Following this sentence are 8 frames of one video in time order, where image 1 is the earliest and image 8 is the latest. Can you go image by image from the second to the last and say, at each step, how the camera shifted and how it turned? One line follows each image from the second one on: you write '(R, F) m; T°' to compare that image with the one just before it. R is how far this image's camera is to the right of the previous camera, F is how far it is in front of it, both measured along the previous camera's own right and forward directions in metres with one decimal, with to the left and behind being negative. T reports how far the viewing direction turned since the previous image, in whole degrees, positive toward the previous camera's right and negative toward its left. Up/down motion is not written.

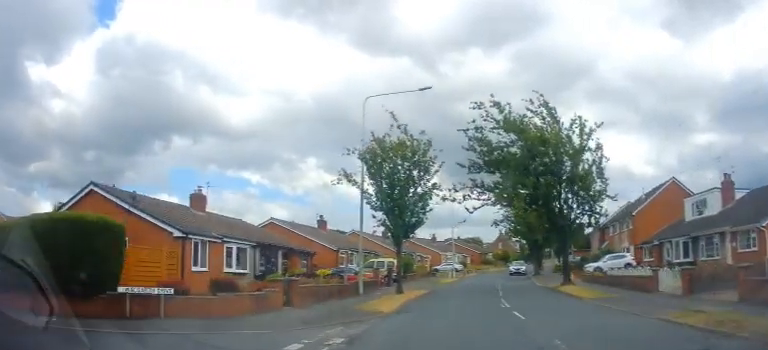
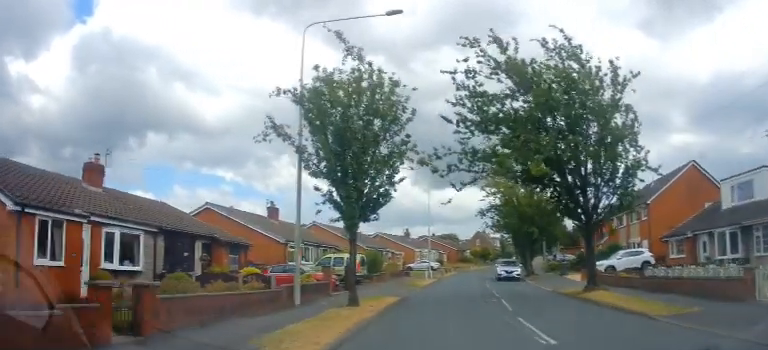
(-0.1, +7.8) m; 0°
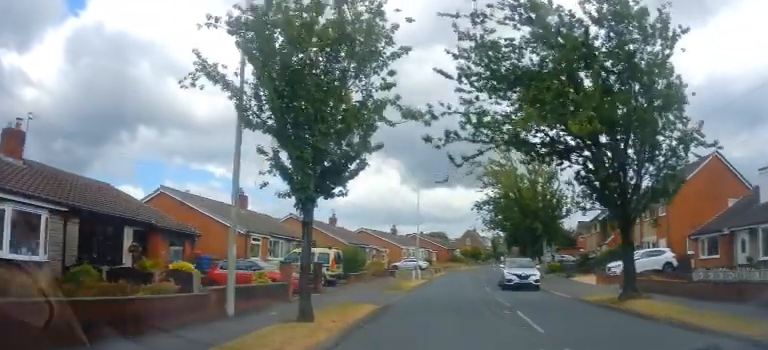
(-0.1, +4.9) m; +2°
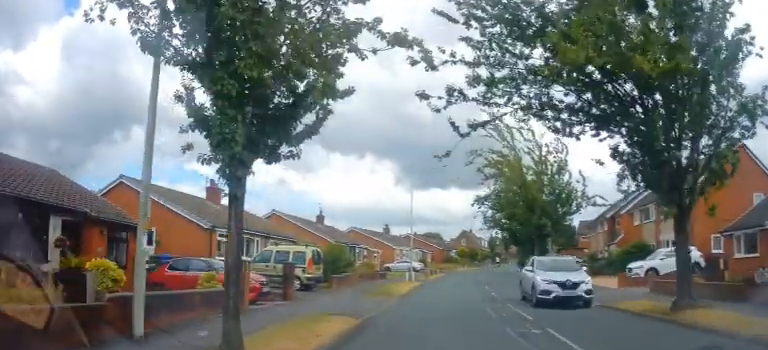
(+0.2, +3.6) m; +2°
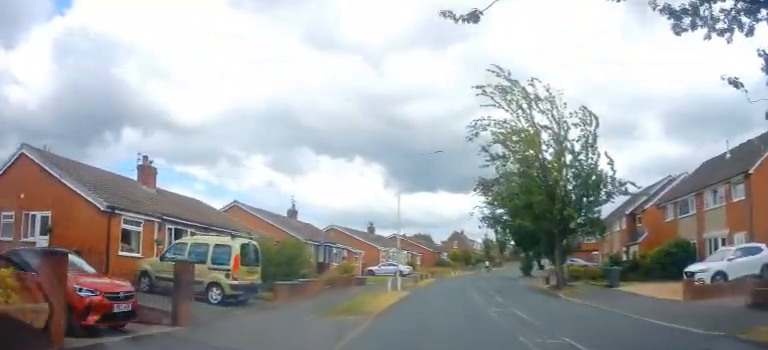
(+0.3, +6.9) m; +3°
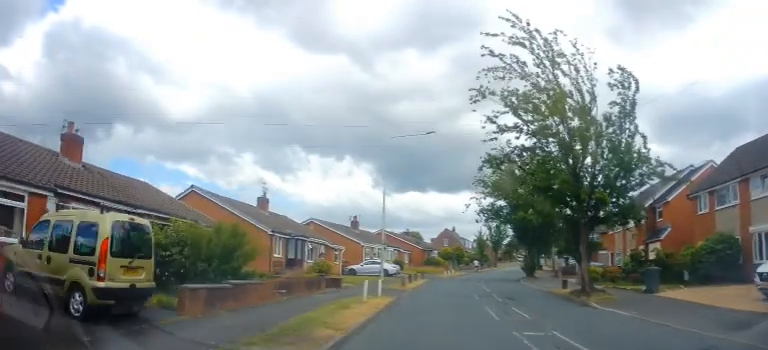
(0.0, +5.3) m; 0°
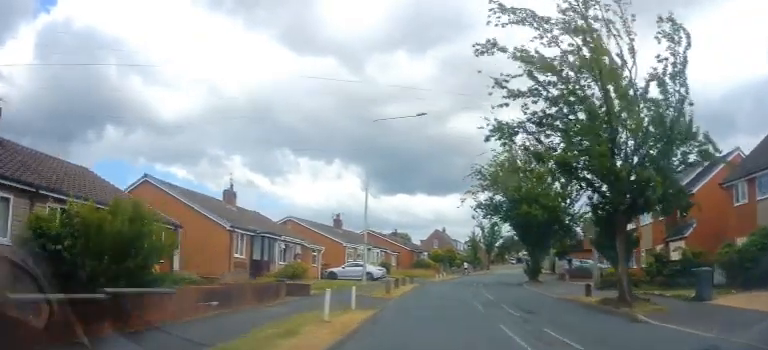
(0.0, +4.3) m; 0°
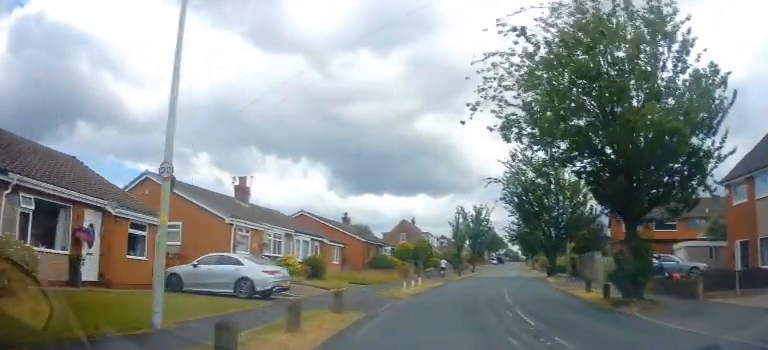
(+1.2, +19.9) m; +7°
